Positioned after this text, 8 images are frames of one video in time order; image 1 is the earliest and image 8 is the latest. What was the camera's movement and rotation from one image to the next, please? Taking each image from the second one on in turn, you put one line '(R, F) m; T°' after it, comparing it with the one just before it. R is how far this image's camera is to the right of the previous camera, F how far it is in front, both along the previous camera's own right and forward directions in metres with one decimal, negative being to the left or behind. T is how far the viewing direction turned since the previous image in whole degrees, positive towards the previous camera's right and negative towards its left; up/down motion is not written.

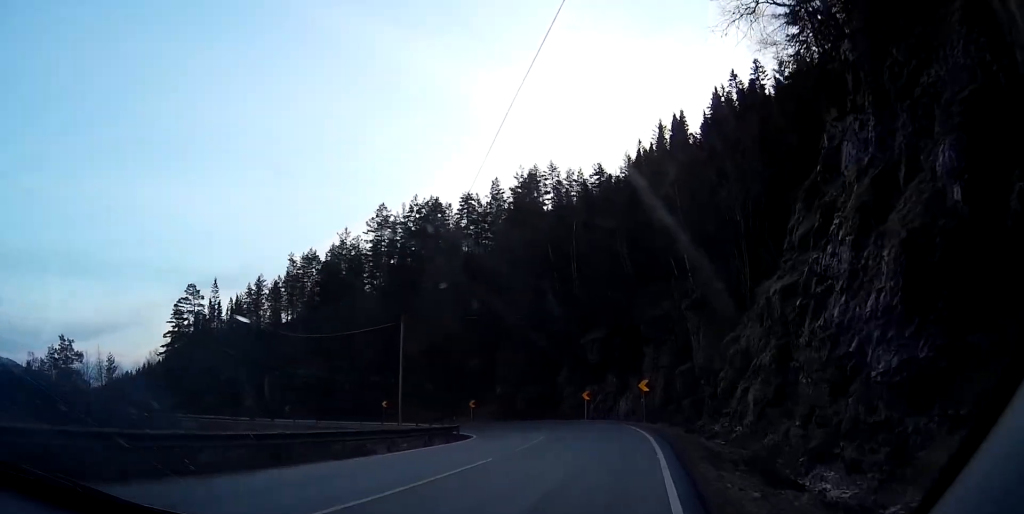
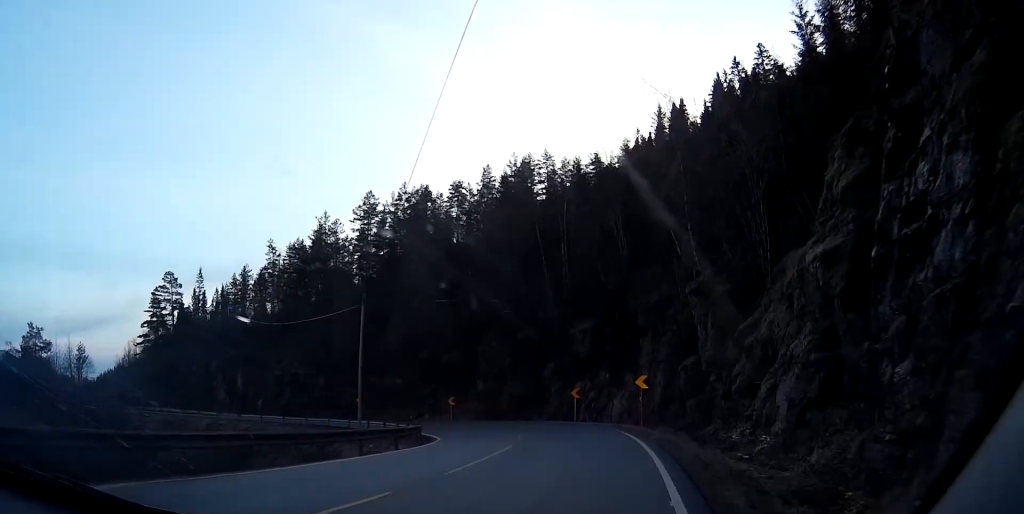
(+0.1, +6.3) m; -1°
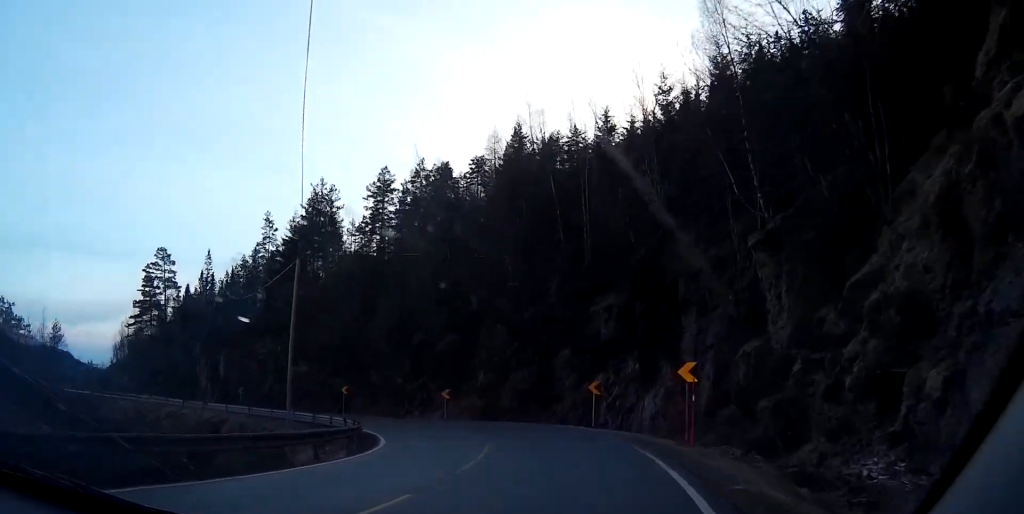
(-0.1, +11.9) m; -2°
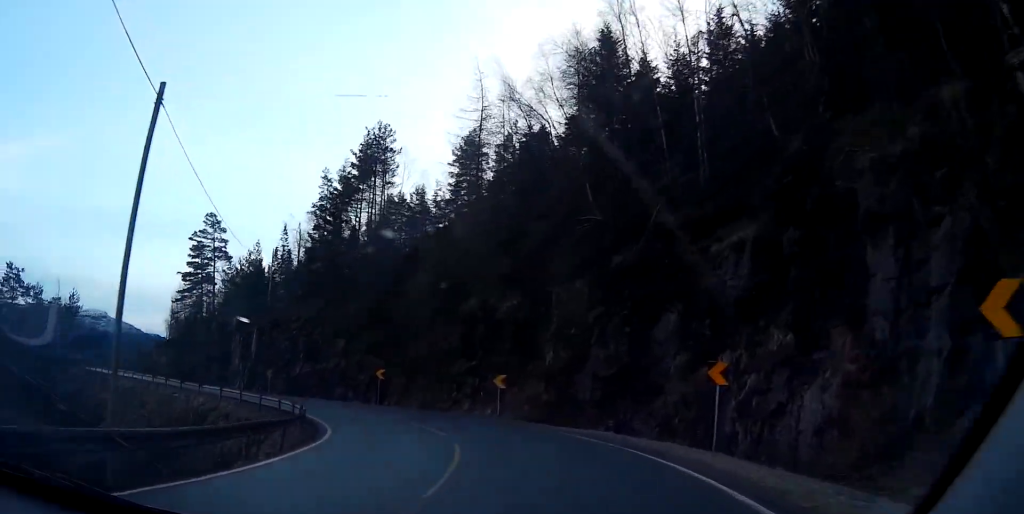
(-0.7, +15.8) m; -8°
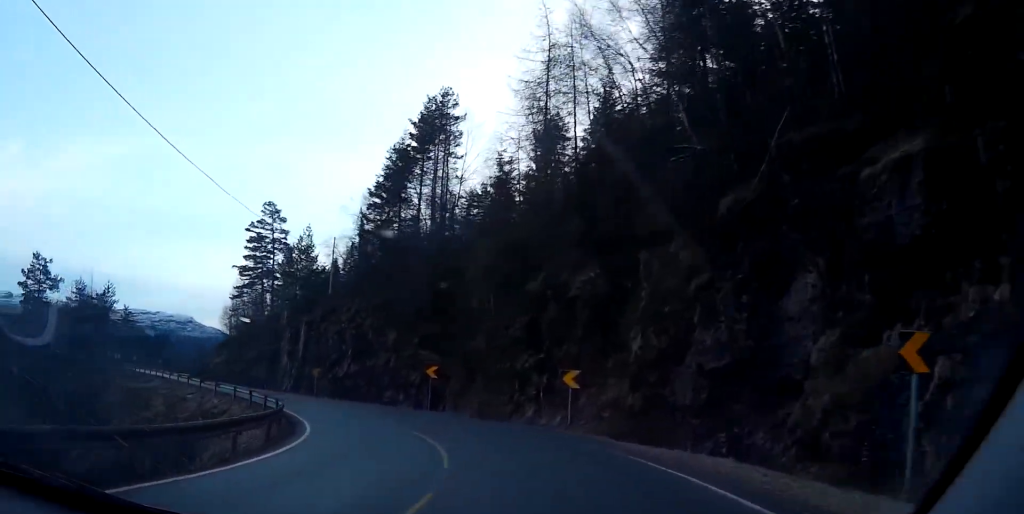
(-0.5, +9.1) m; -7°
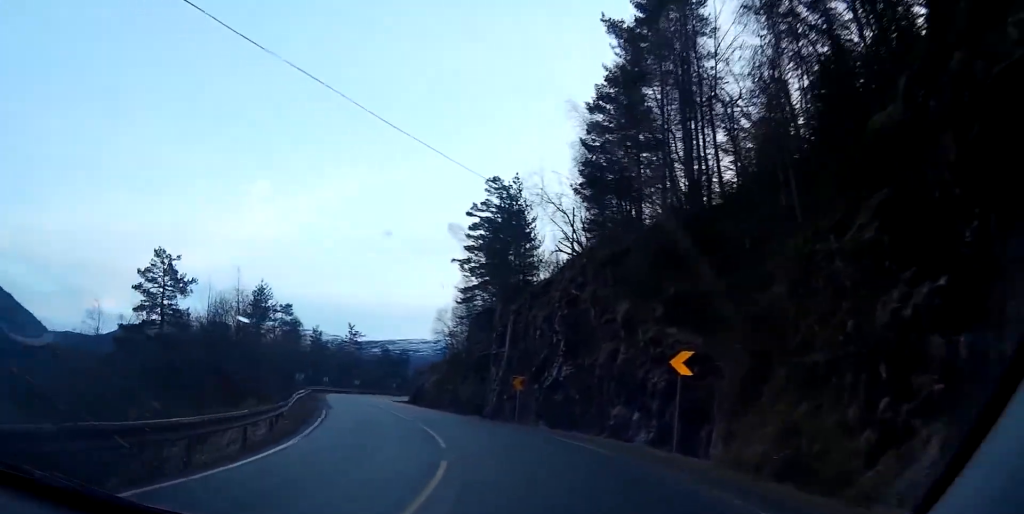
(-3.0, +20.8) m; -17°
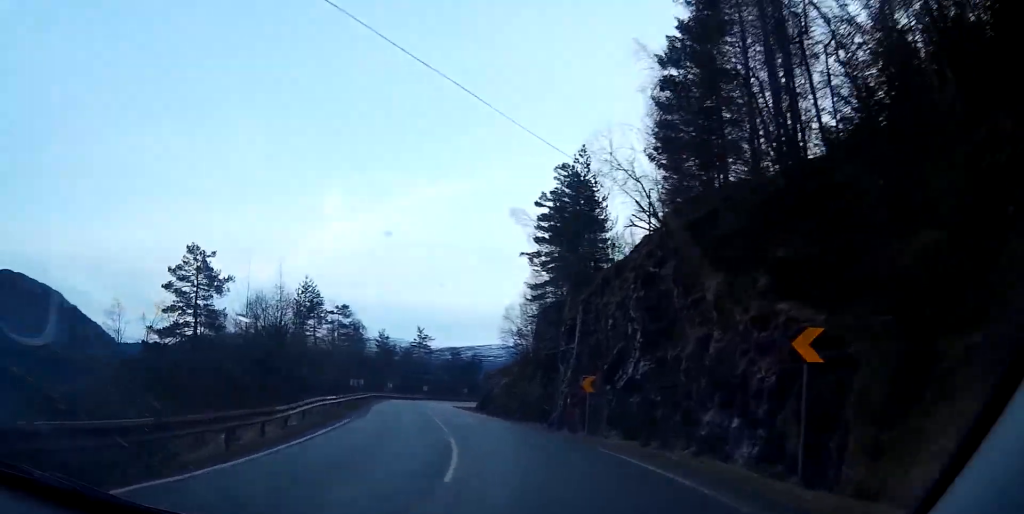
(-0.5, +5.7) m; -6°
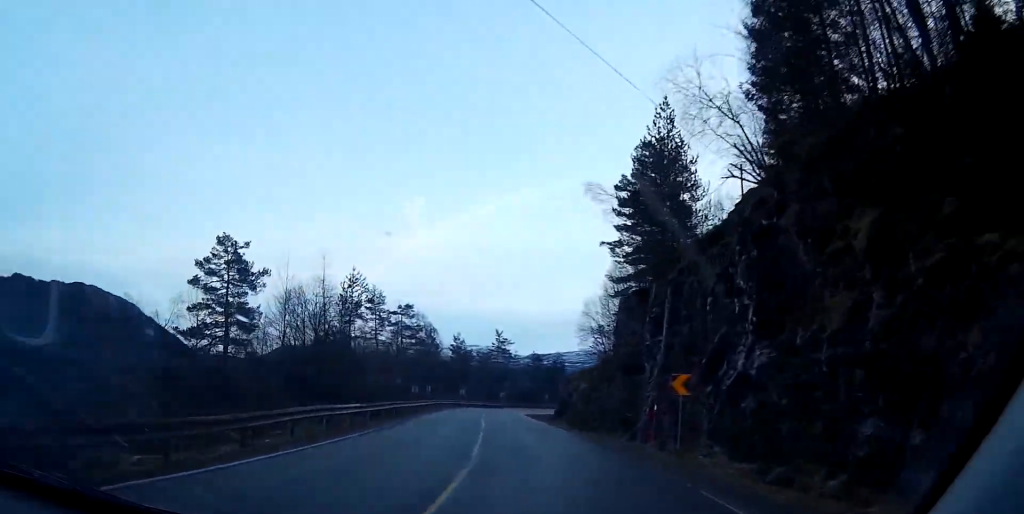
(-0.2, +6.9) m; -8°
